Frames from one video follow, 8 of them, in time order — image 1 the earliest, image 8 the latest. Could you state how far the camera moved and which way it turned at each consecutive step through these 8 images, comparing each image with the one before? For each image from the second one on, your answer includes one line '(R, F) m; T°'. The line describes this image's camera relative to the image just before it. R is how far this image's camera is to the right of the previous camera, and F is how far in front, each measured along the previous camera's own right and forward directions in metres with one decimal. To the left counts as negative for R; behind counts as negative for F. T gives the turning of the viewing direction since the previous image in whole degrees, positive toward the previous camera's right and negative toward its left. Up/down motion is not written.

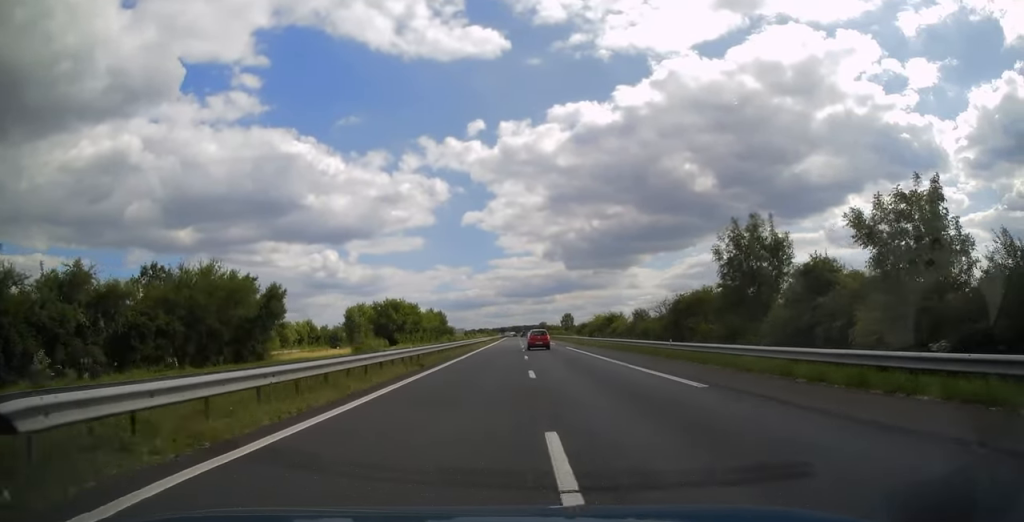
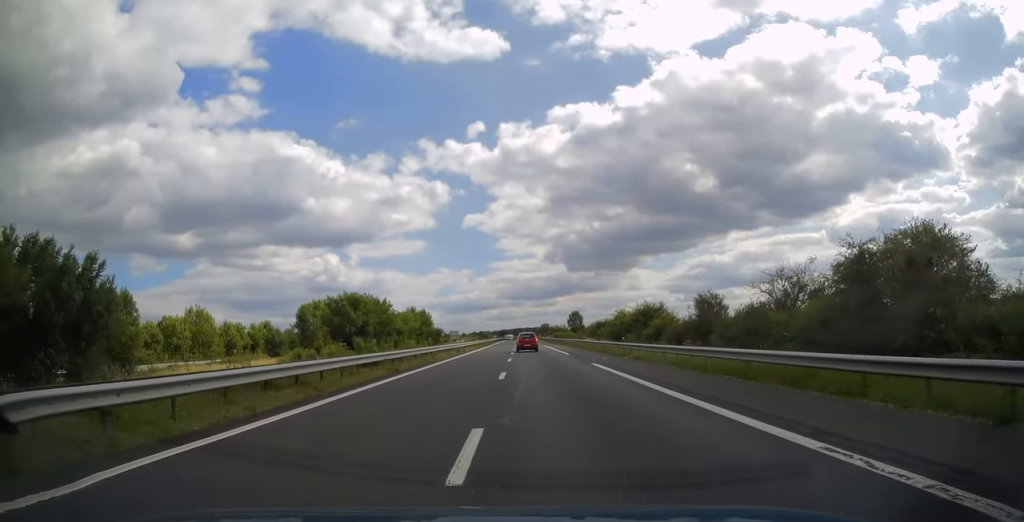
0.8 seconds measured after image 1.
(-0.1, +25.2) m; -1°
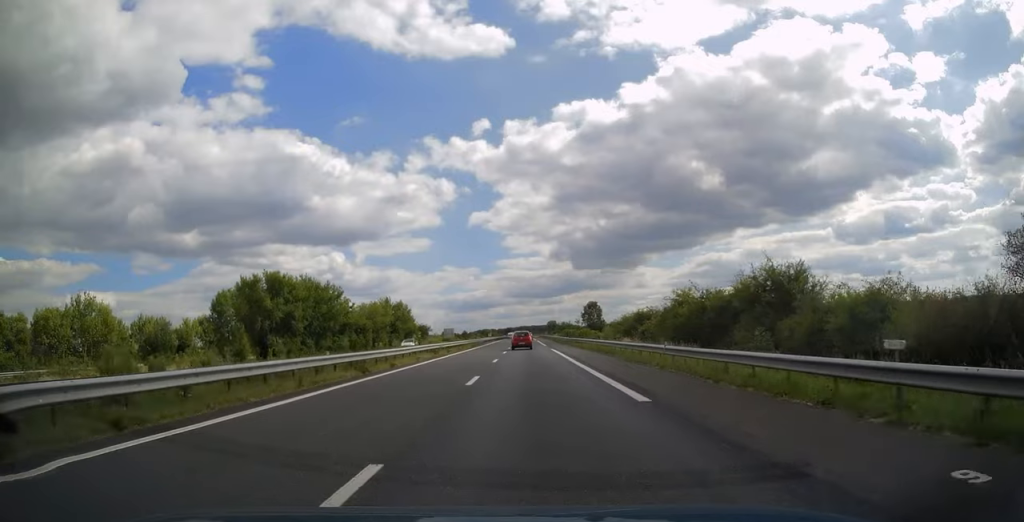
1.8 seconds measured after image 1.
(-0.1, +28.0) m; -1°
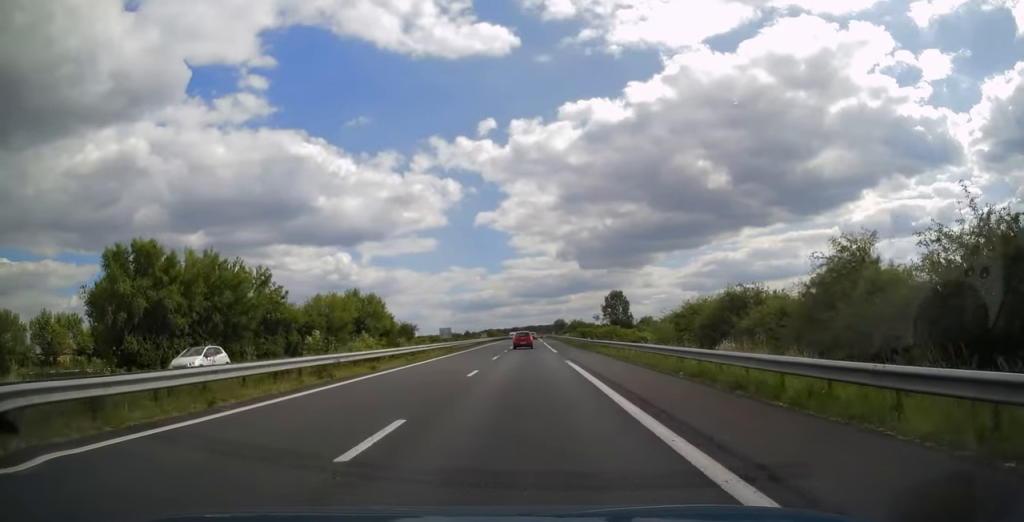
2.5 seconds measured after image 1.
(-0.1, +22.4) m; 0°
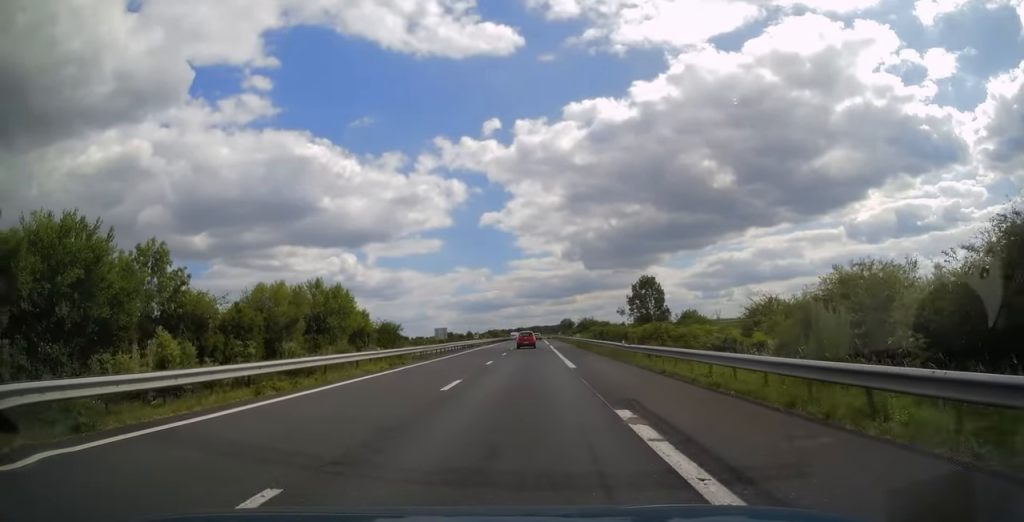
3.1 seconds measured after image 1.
(0.0, +17.3) m; 0°
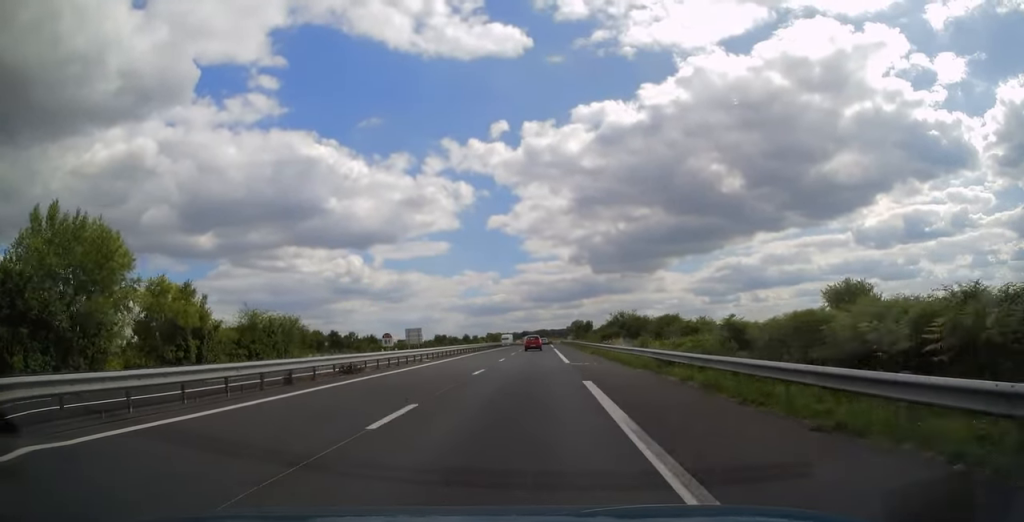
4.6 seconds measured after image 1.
(-0.4, +44.9) m; 0°
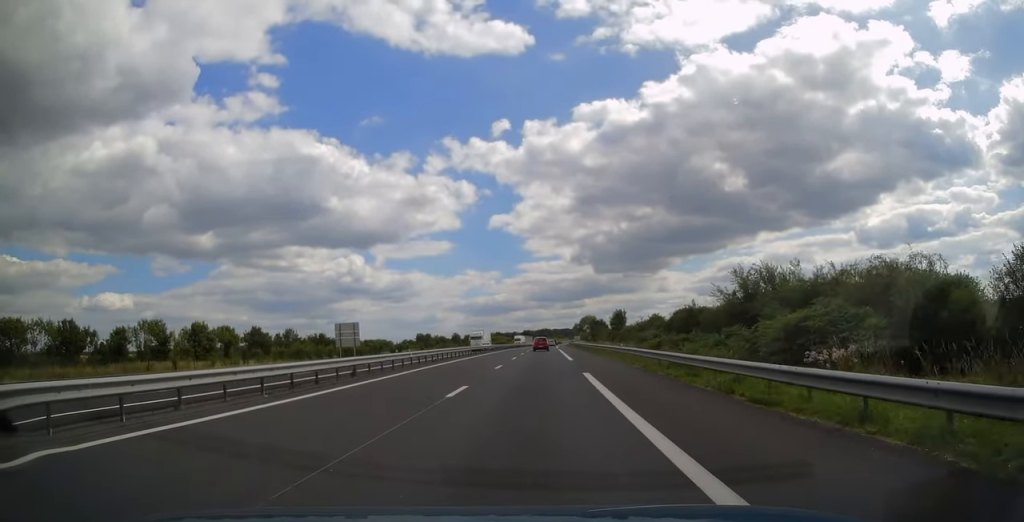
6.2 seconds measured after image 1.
(+0.1, +46.4) m; 0°
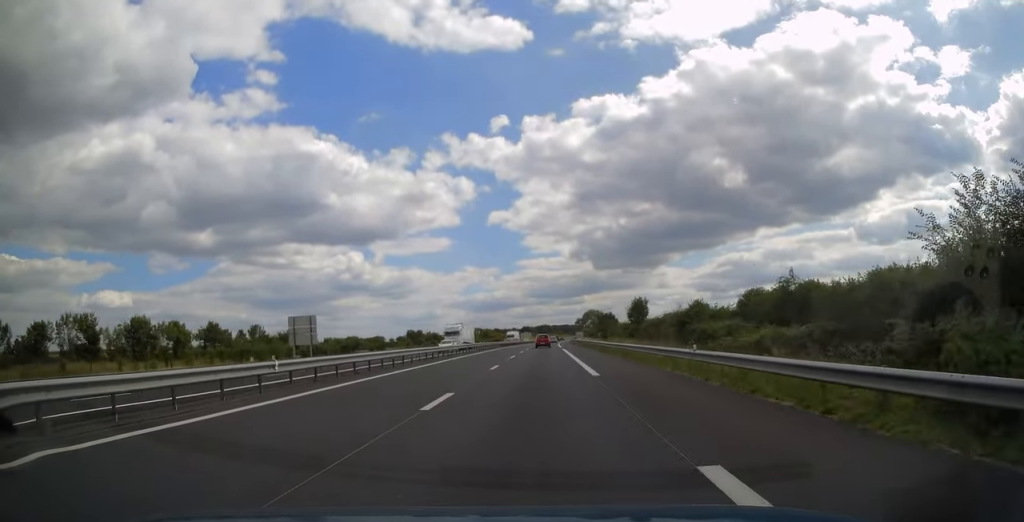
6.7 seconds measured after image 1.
(-0.1, +16.3) m; 0°
